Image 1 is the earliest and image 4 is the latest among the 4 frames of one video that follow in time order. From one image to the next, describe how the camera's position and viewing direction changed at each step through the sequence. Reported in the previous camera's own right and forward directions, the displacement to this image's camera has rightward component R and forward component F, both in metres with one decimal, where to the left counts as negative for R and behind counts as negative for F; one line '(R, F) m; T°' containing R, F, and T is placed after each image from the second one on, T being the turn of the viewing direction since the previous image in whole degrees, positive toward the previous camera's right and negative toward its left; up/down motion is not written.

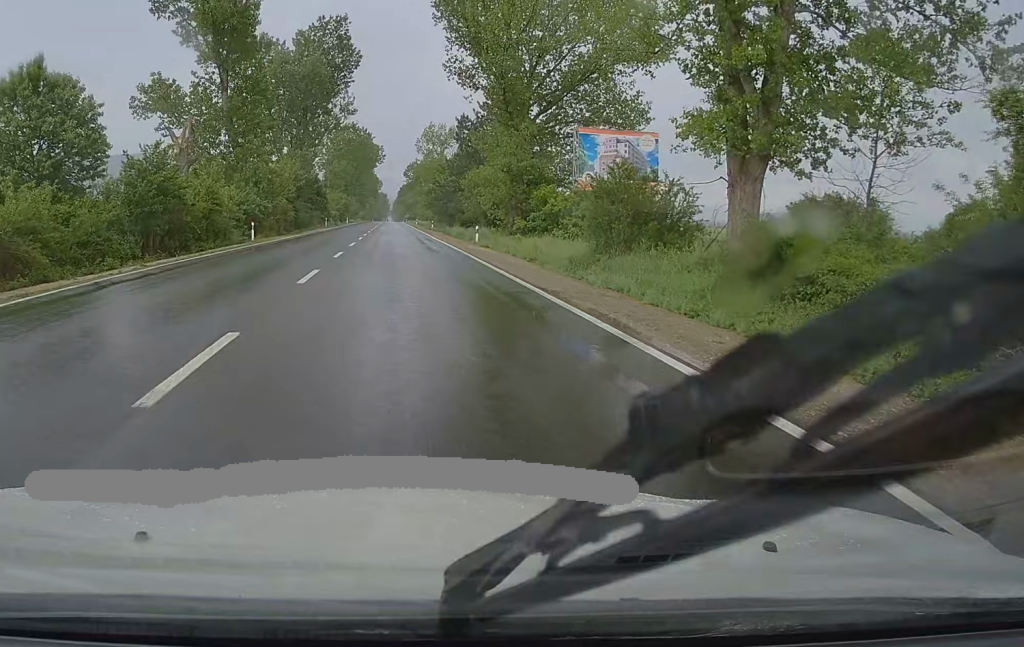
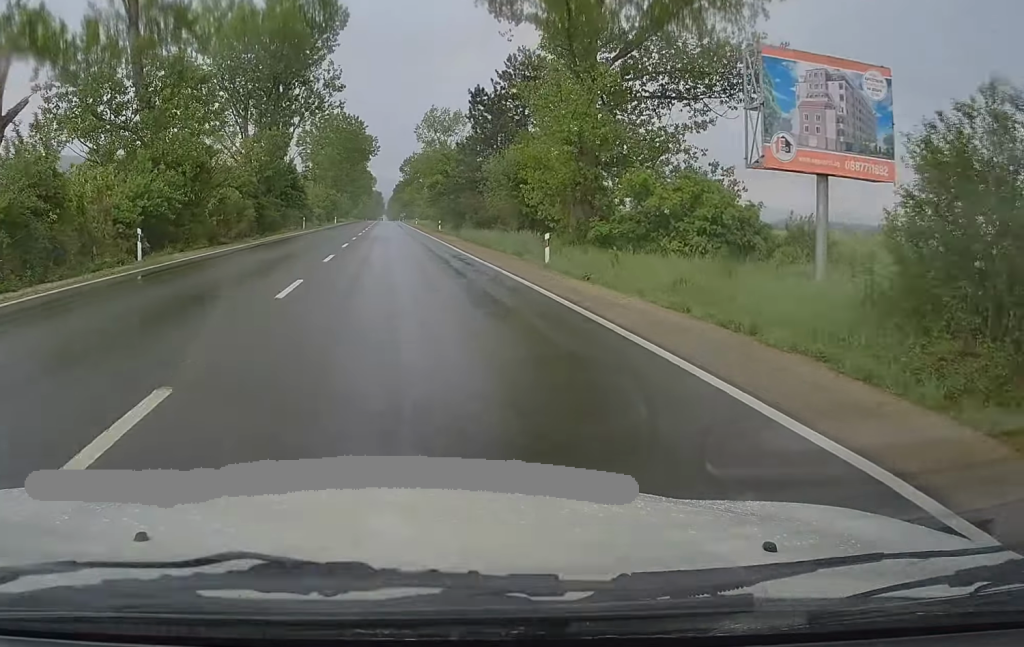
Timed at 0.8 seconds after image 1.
(+0.3, +20.2) m; +1°
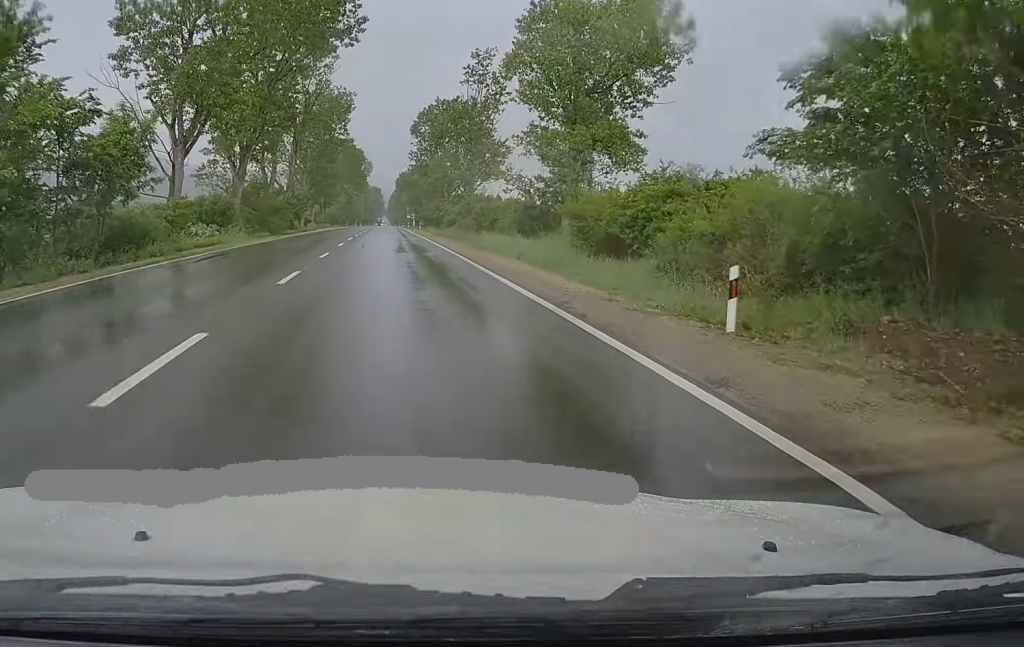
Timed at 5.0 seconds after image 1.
(+0.6, +112.8) m; -1°
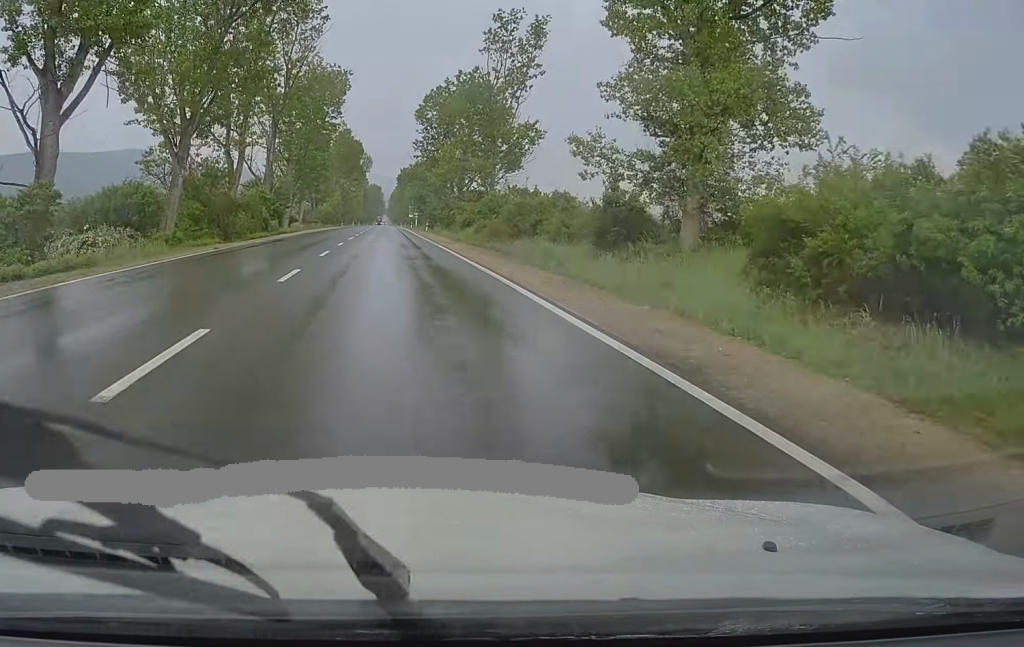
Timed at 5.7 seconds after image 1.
(-0.2, +17.8) m; 0°
